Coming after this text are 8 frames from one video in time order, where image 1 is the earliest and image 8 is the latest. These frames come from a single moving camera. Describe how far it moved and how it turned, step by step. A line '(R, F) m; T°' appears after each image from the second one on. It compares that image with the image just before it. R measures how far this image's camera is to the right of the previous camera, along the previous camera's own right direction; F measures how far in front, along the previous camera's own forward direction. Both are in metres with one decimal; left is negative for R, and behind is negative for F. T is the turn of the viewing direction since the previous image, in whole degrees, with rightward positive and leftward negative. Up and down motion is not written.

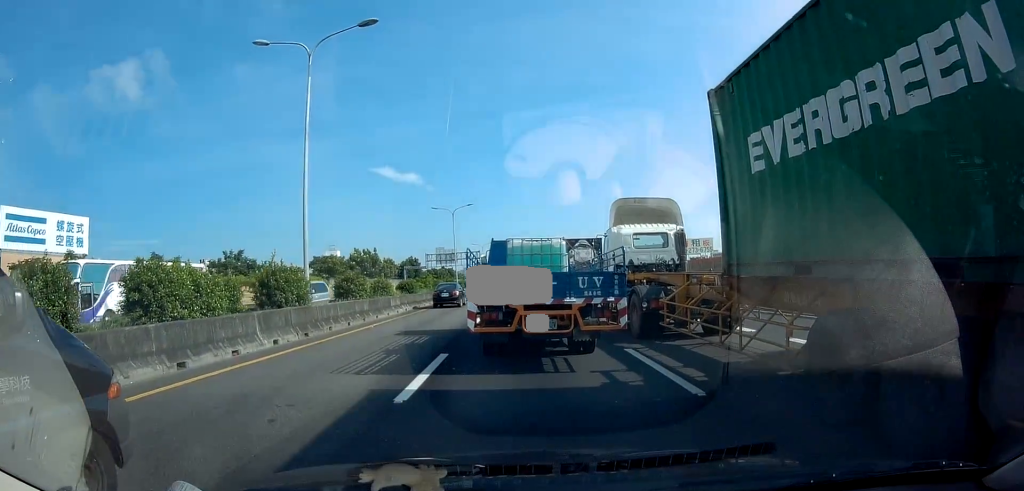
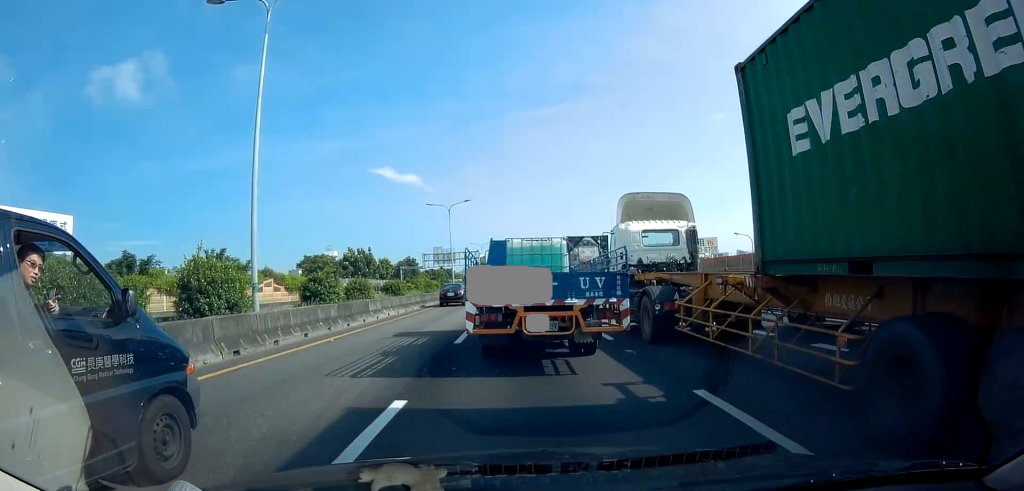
(0.0, +4.0) m; 0°
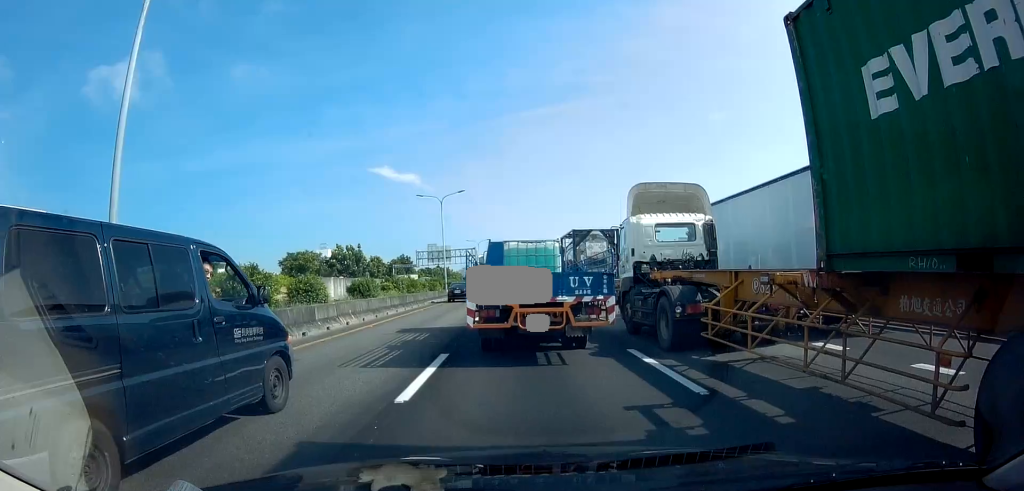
(0.0, +5.9) m; 0°
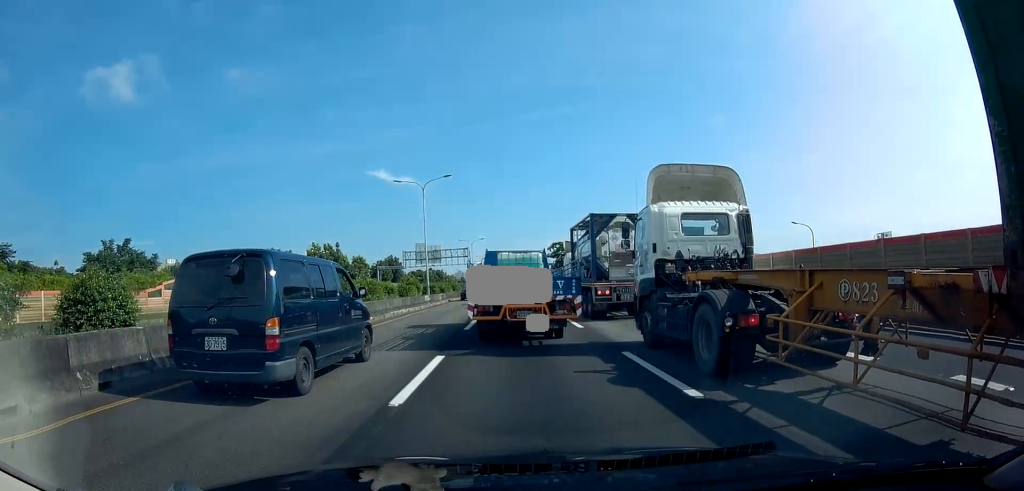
(0.0, +10.4) m; 0°
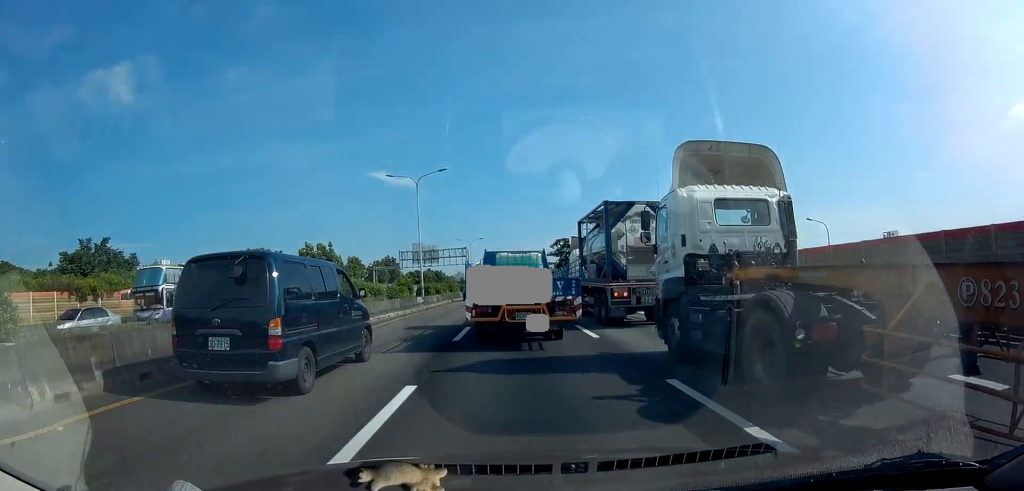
(0.0, +3.0) m; 0°
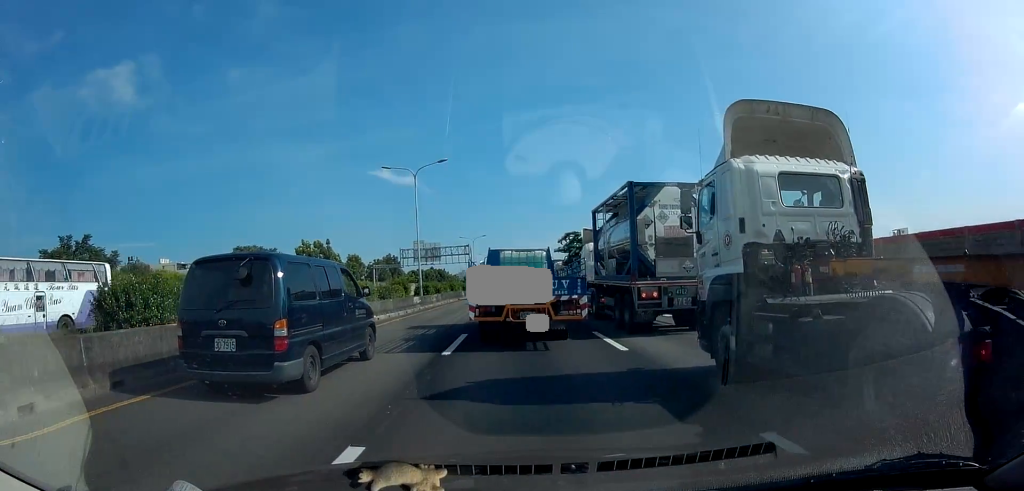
(0.0, +2.7) m; 0°
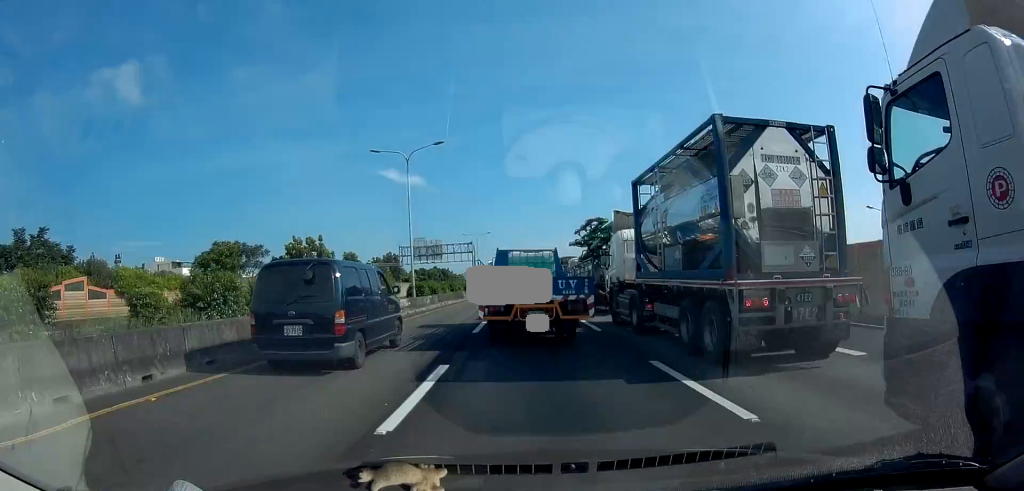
(0.0, +5.6) m; 0°
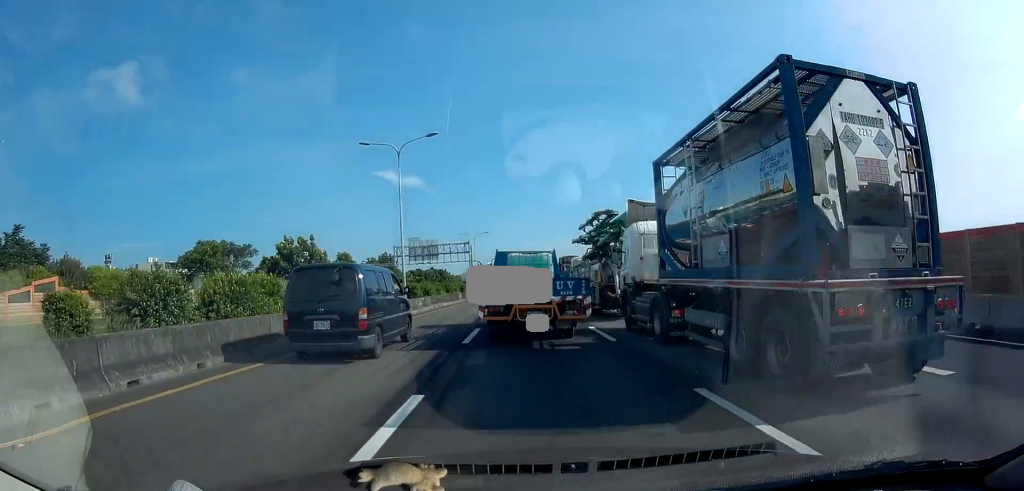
(0.0, +2.4) m; 0°
